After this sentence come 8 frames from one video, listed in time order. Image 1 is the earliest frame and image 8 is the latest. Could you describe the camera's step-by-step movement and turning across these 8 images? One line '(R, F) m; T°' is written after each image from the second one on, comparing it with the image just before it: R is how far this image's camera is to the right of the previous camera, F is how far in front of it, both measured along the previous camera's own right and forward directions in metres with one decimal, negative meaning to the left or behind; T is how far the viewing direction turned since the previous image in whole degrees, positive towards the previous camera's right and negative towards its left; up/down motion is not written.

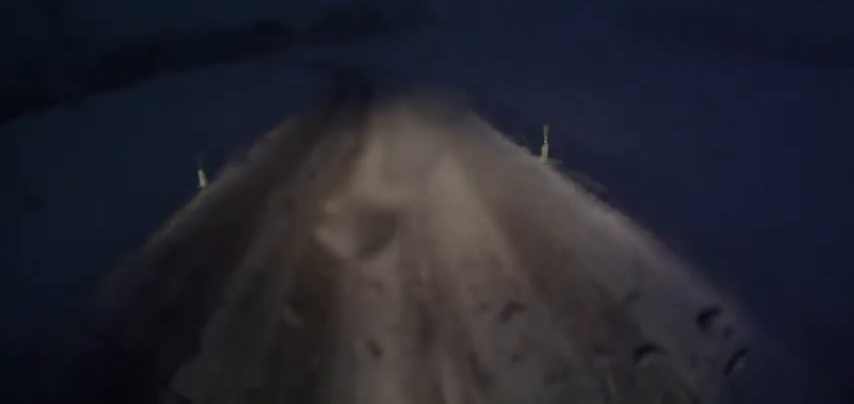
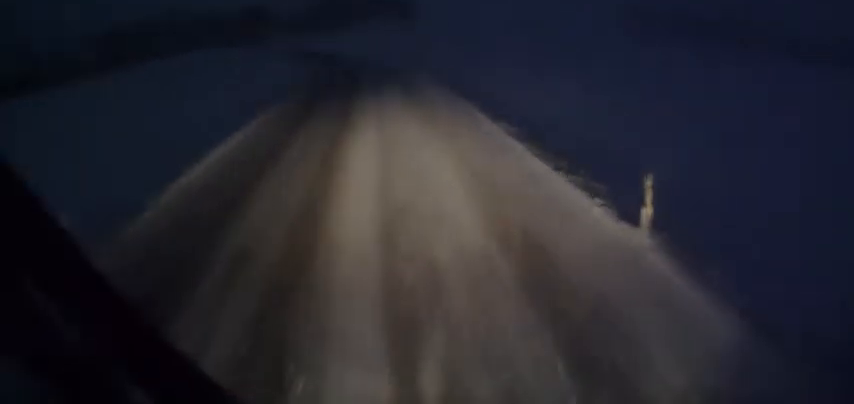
(+0.3, +5.1) m; 0°
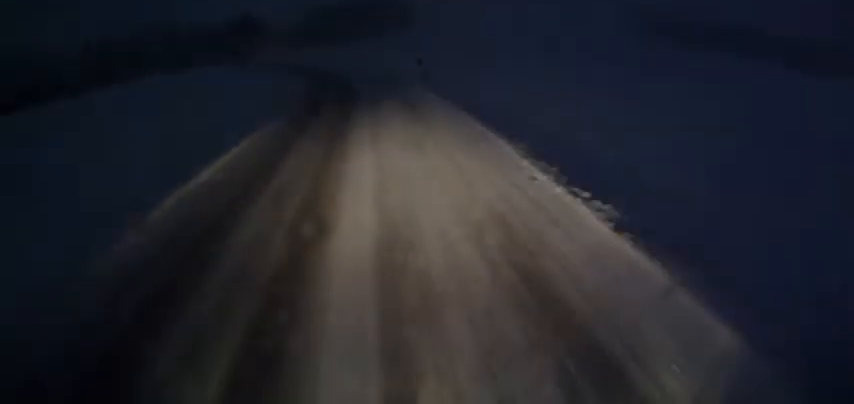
(0.0, +6.1) m; 0°
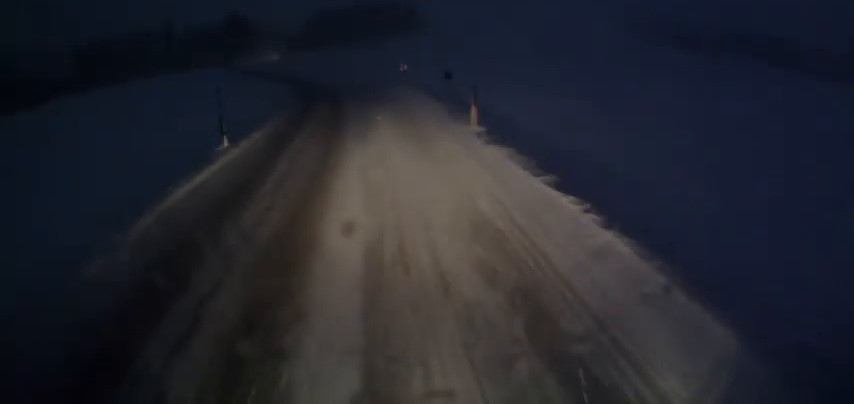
(-0.1, +13.2) m; +1°
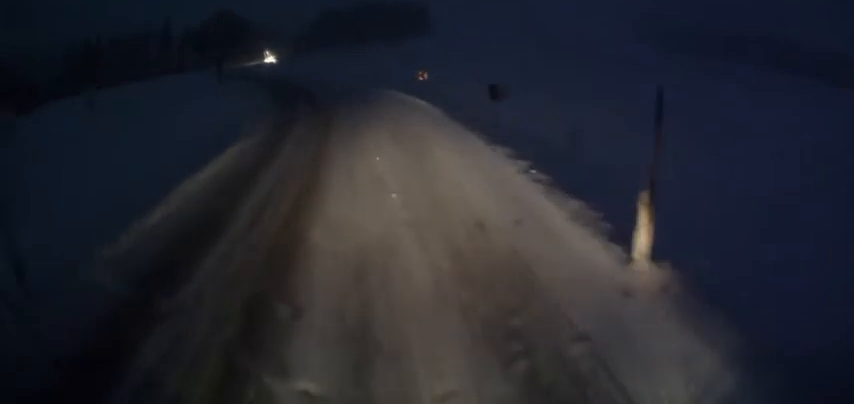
(+0.1, +10.7) m; +2°
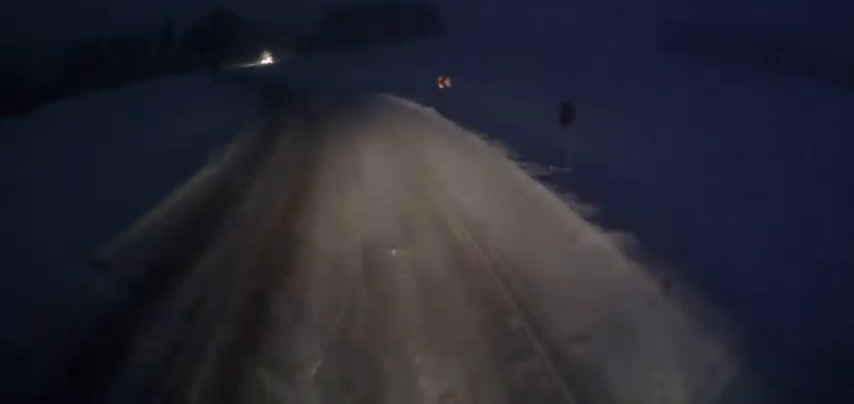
(+0.2, +6.4) m; -4°
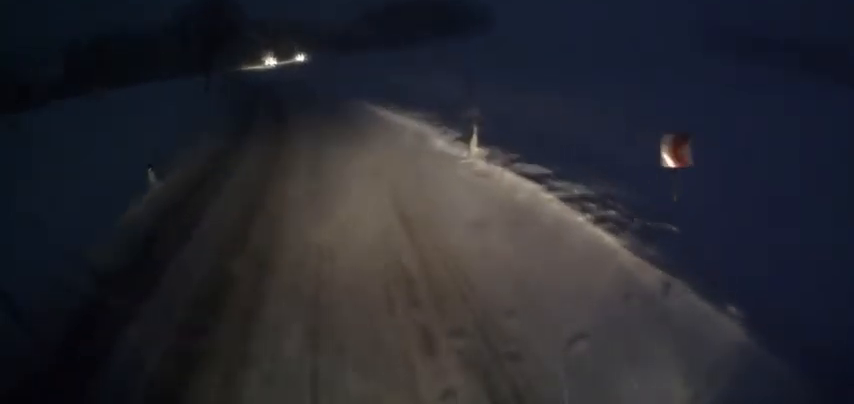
(-2.0, +17.5) m; -9°
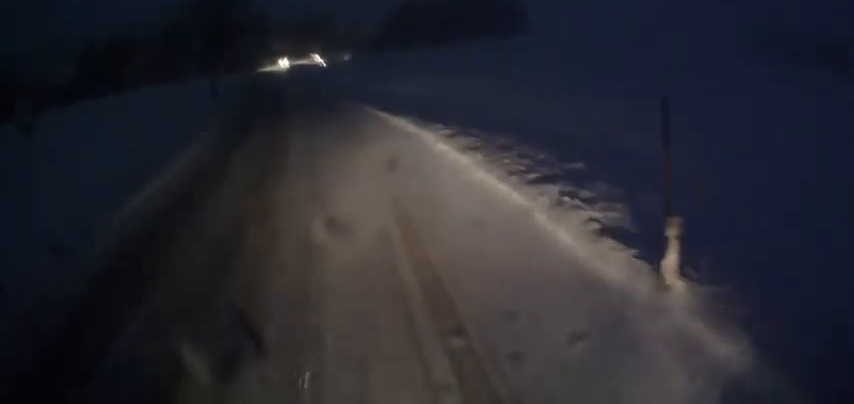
(0.0, +7.3) m; -2°
